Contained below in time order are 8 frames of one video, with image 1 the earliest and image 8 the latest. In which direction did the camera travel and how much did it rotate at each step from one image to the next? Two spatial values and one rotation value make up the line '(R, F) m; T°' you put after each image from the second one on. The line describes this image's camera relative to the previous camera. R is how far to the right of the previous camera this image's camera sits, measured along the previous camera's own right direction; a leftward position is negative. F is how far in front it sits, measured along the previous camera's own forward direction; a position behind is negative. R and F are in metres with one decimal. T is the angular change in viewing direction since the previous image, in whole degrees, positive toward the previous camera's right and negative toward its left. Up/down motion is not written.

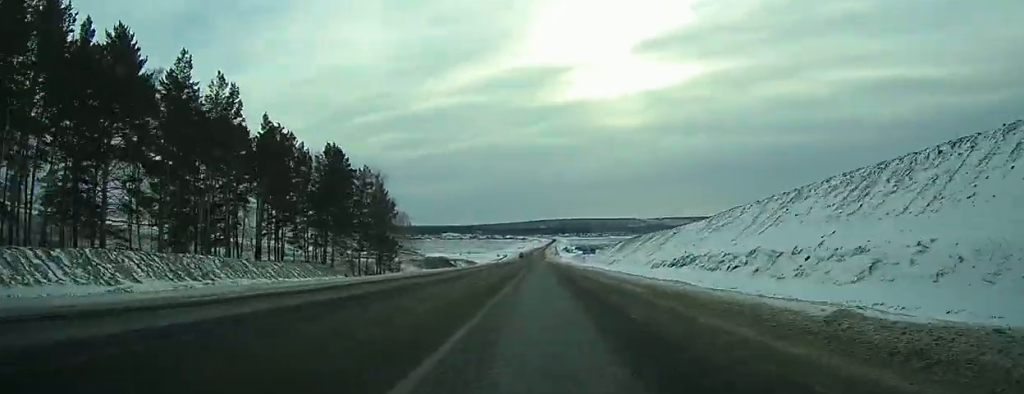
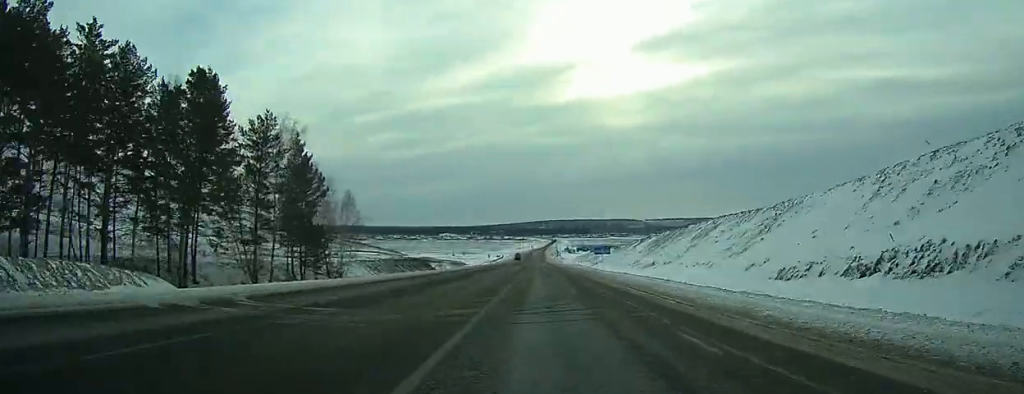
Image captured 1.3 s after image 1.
(0.0, +36.0) m; 0°
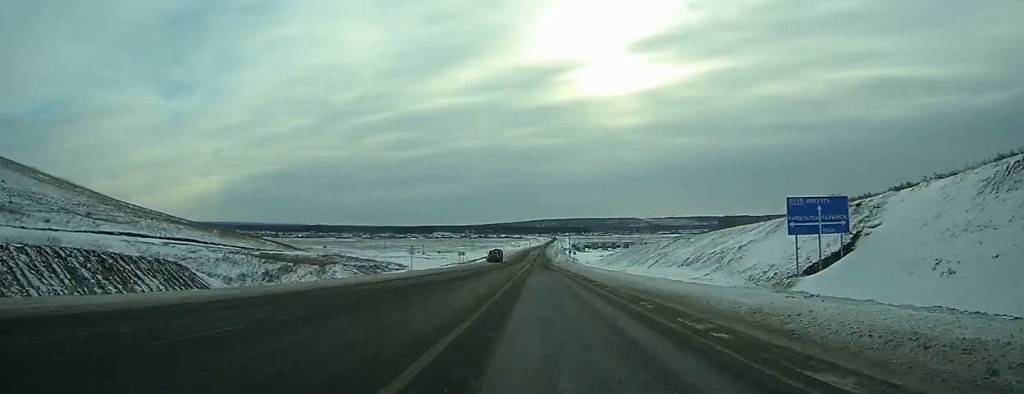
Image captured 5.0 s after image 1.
(+0.2, +102.8) m; 0°
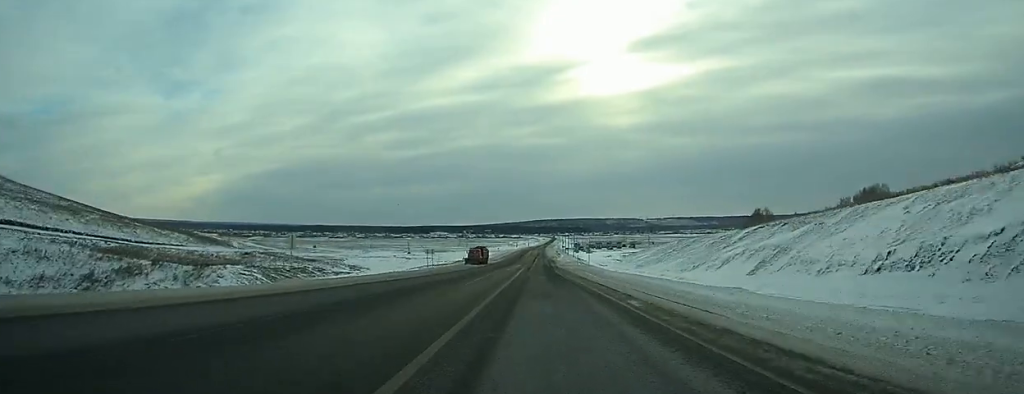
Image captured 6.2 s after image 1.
(0.0, +33.8) m; 0°
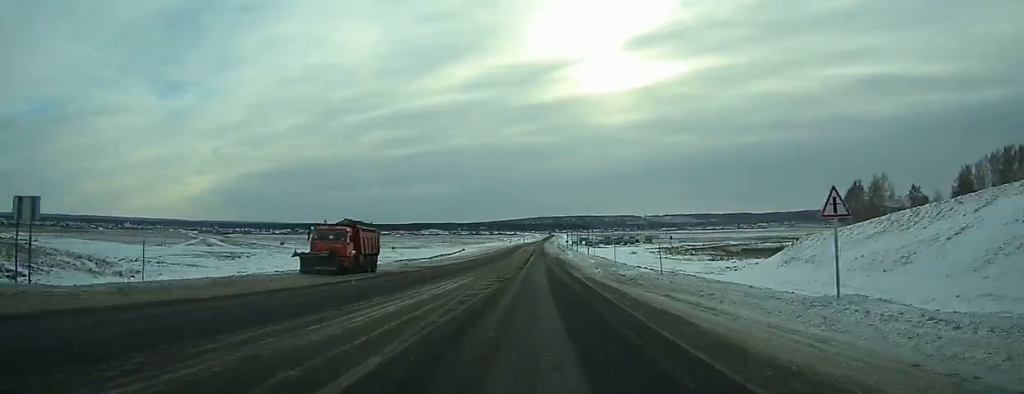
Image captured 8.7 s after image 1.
(+0.3, +72.7) m; 0°
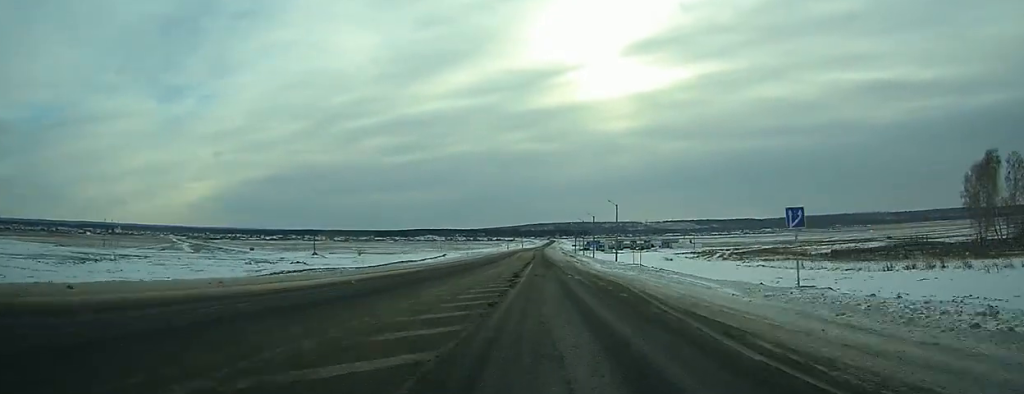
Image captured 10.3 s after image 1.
(+0.1, +48.0) m; 0°
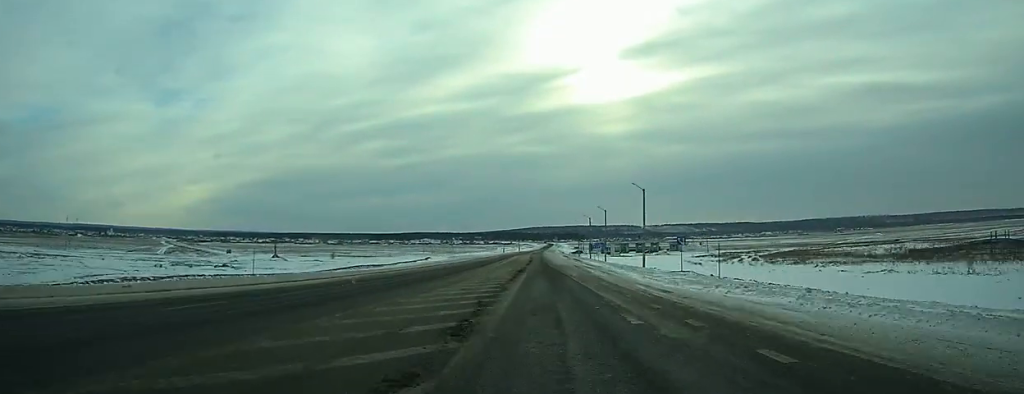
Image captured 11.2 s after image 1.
(+0.1, +24.1) m; 0°
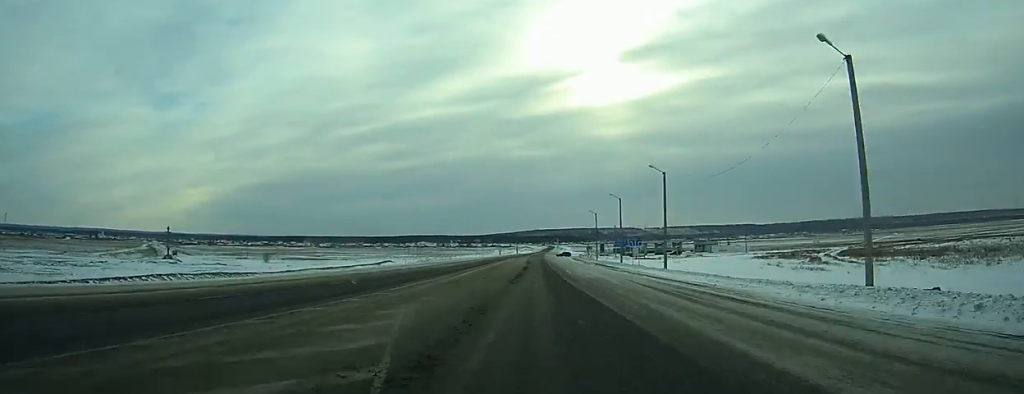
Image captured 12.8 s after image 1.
(0.0, +42.8) m; 0°
